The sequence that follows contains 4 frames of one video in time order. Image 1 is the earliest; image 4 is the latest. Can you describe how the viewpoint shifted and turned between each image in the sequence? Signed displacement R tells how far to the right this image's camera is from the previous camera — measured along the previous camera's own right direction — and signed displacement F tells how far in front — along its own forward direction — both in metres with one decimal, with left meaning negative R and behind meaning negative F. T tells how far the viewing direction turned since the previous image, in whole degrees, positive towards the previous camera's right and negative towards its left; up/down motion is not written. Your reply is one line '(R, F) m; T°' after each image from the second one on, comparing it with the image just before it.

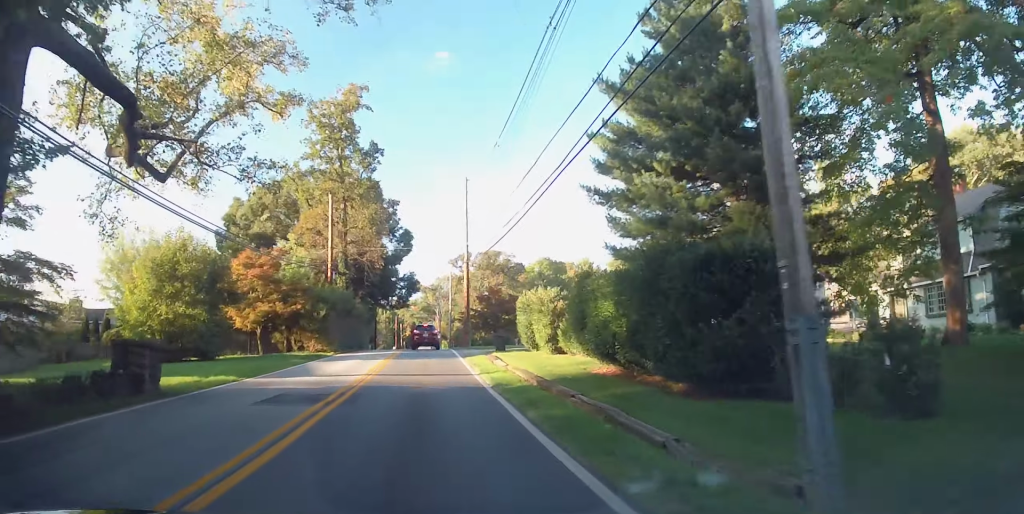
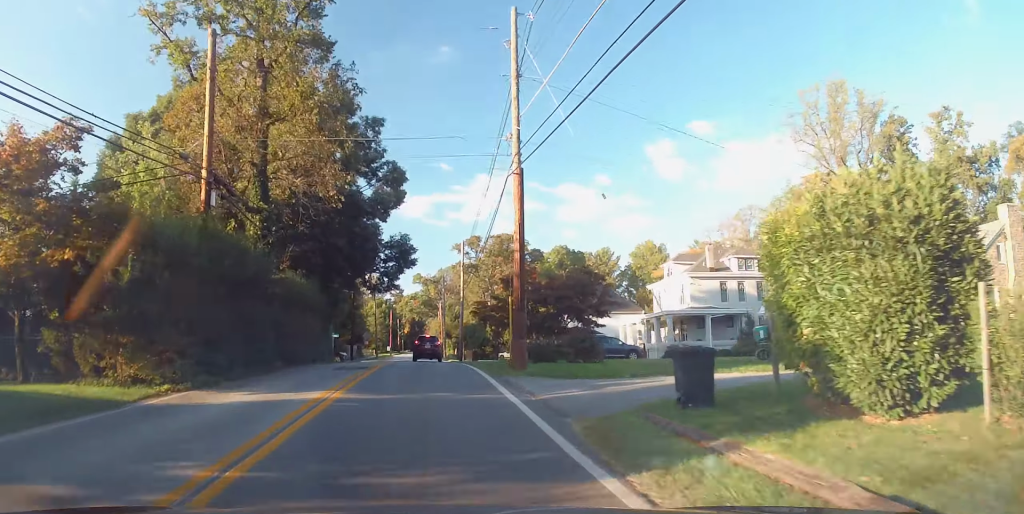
(+0.2, +24.6) m; +2°
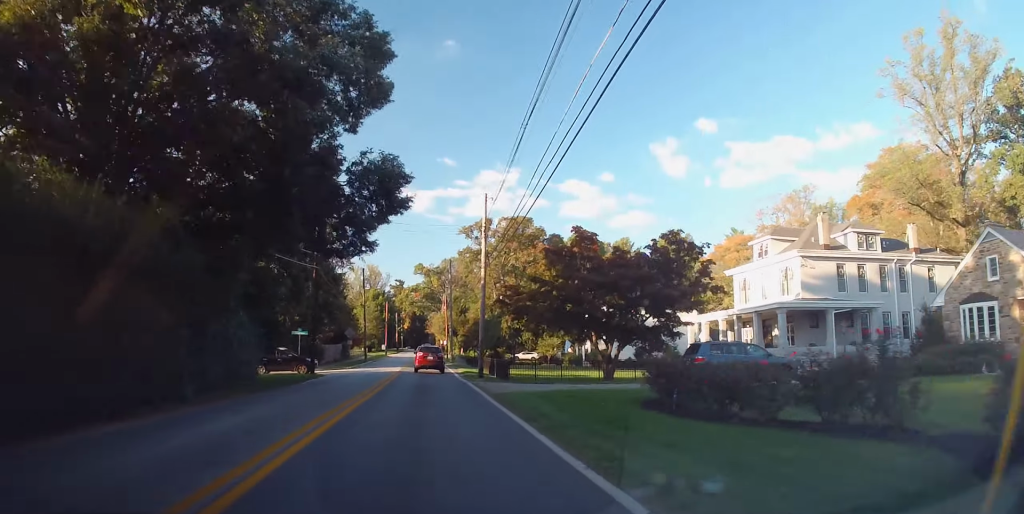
(+0.3, +19.9) m; +1°
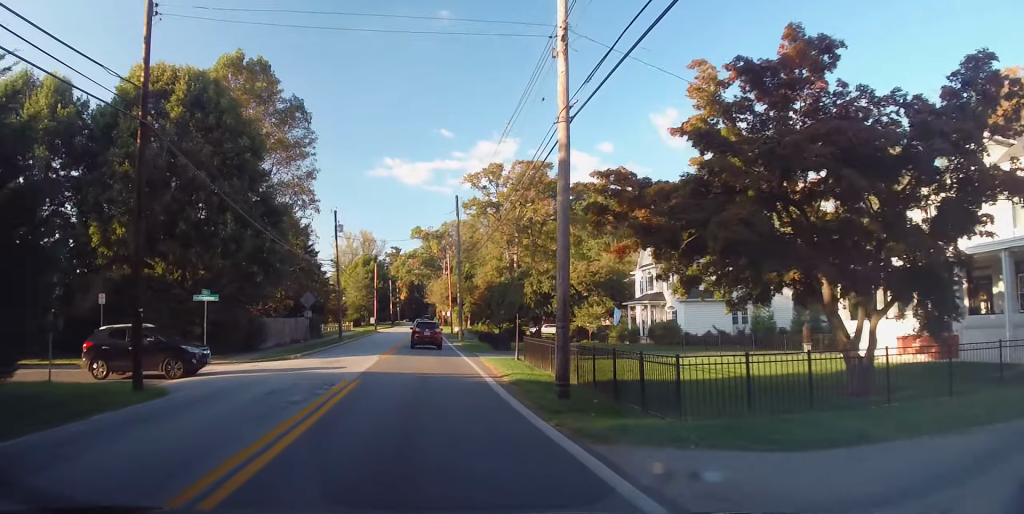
(-0.5, +22.2) m; -2°
